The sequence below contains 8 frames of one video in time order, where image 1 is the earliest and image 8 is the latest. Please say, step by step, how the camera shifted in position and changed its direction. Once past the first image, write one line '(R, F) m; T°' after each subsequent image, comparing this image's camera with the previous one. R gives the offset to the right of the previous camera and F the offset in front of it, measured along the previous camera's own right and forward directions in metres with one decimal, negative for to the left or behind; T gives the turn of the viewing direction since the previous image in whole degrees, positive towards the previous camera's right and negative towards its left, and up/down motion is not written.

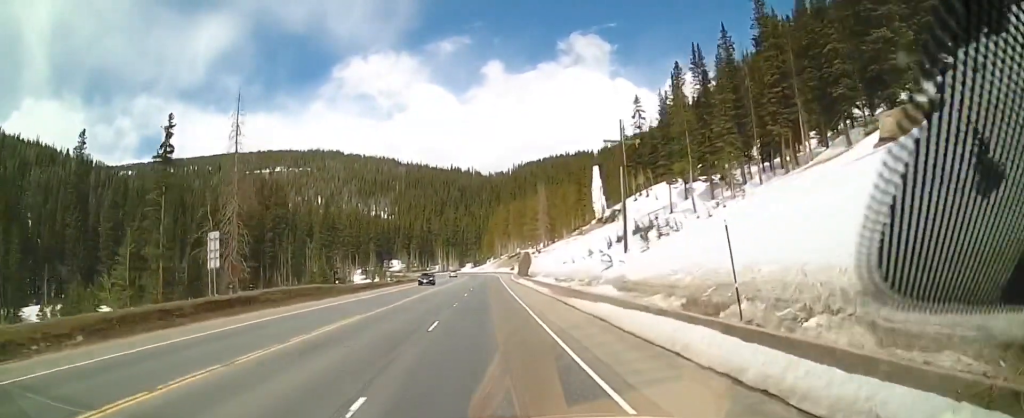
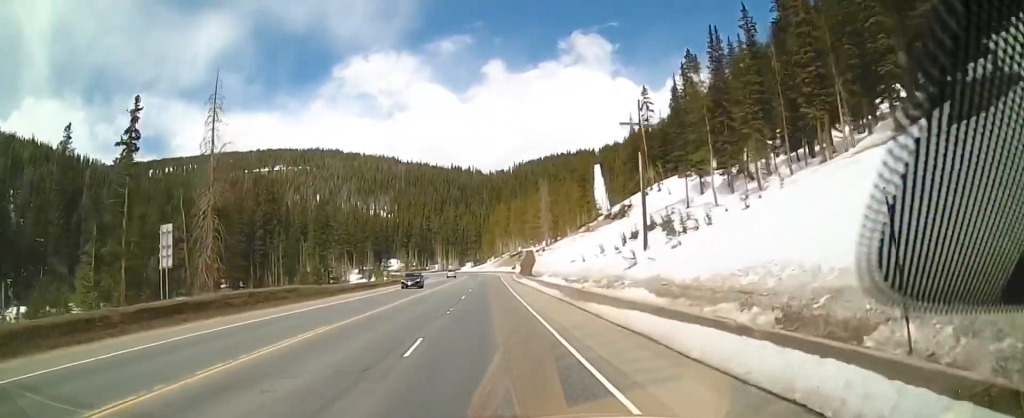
(+0.1, +5.4) m; +1°
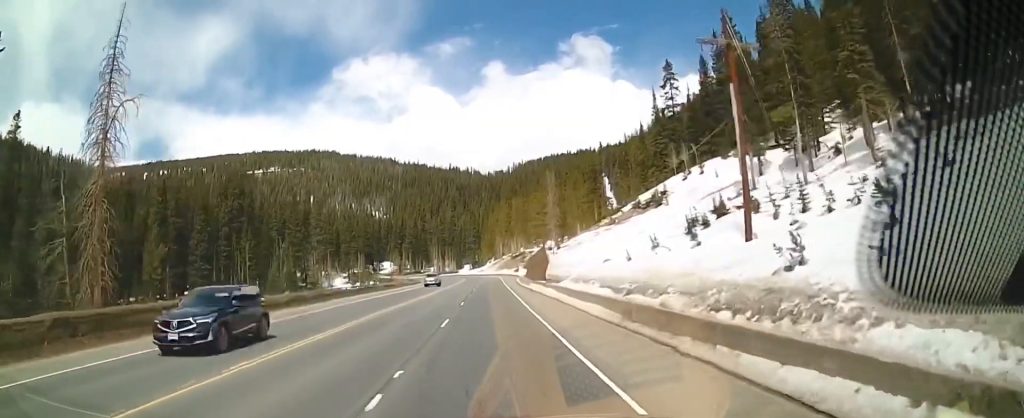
(+0.5, +15.9) m; +2°
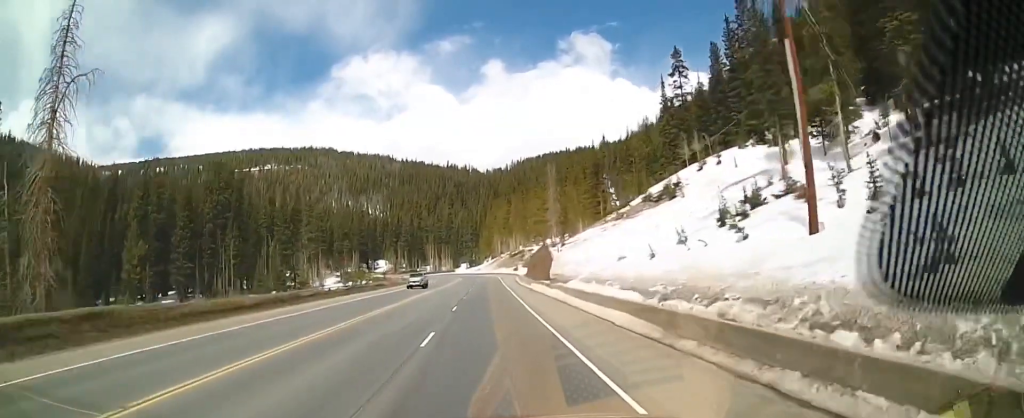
(0.0, +5.3) m; 0°
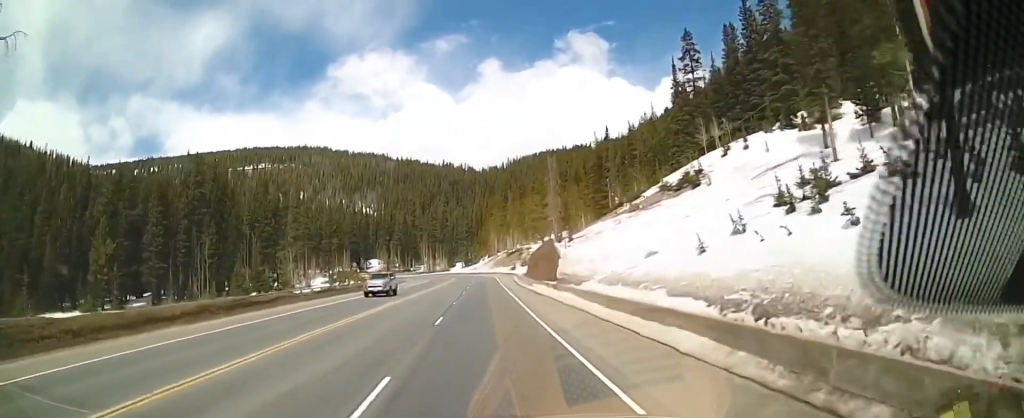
(-0.1, +7.2) m; -2°
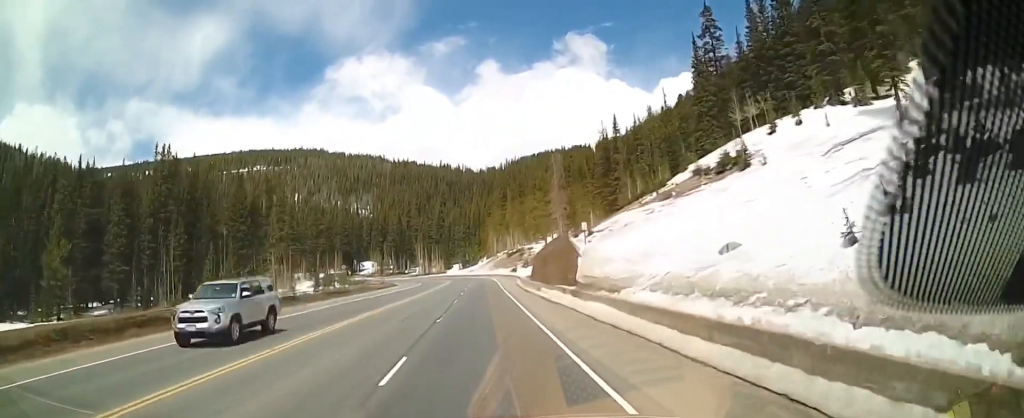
(-0.2, +9.7) m; -1°
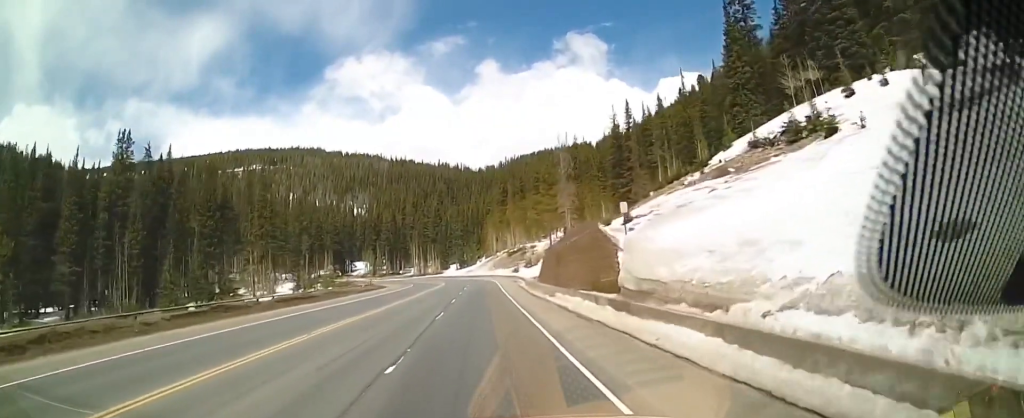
(-0.1, +10.7) m; 0°
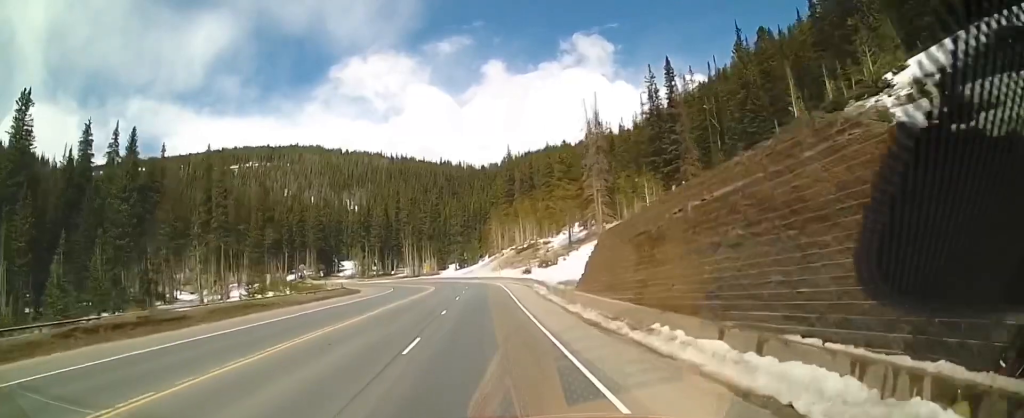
(+0.1, +21.5) m; 0°
